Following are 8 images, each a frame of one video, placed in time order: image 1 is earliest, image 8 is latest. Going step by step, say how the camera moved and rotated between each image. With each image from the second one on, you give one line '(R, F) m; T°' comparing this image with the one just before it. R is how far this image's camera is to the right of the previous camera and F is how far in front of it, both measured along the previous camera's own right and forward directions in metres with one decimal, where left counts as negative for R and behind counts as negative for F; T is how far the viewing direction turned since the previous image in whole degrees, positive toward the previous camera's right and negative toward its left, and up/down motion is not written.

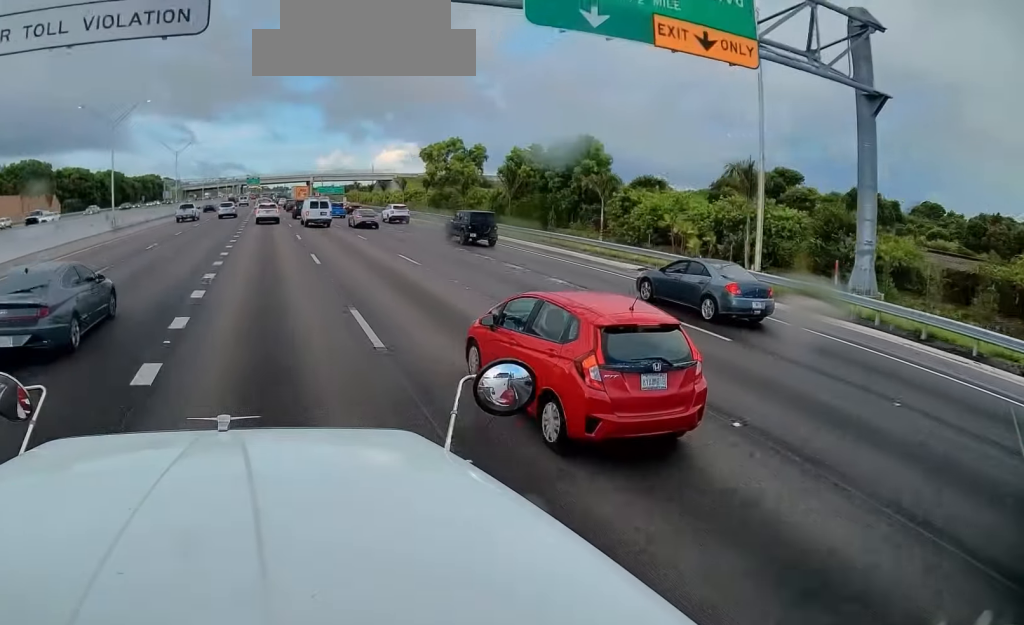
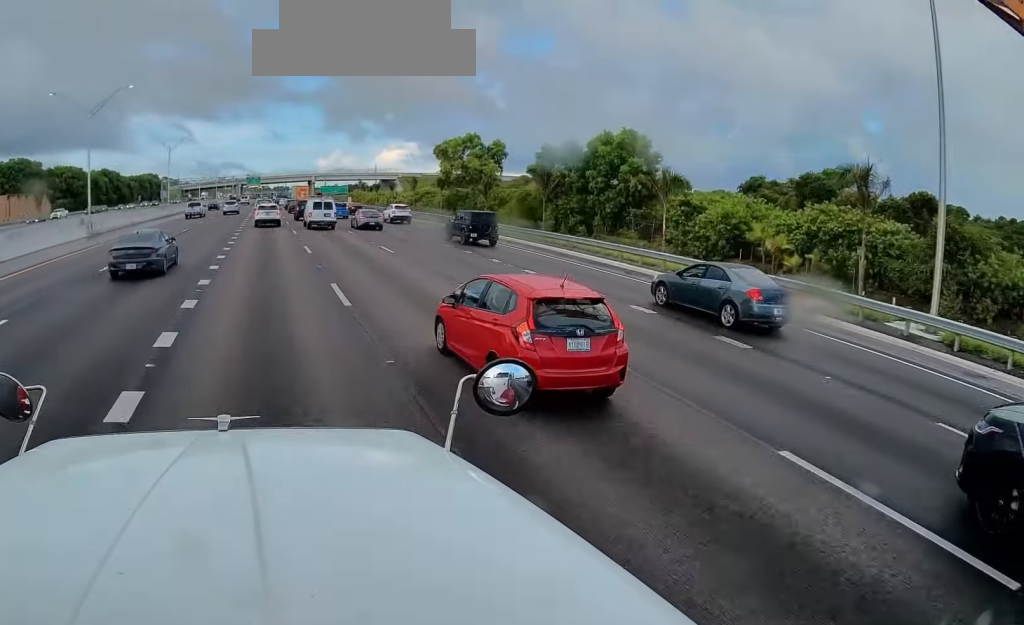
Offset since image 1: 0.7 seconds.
(0.0, +9.2) m; 0°
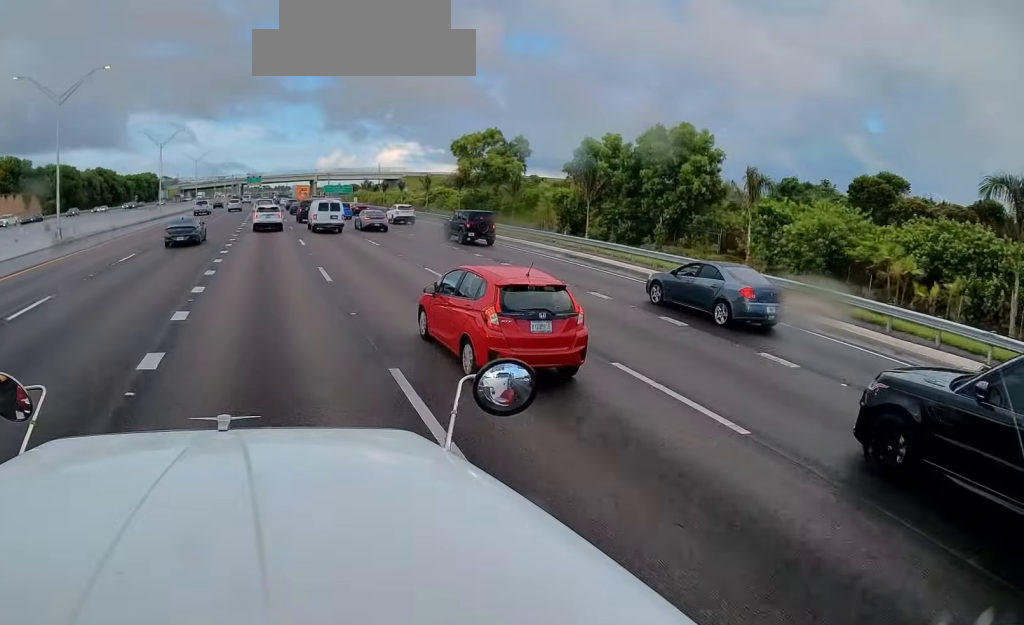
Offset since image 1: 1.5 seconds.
(0.0, +8.5) m; 0°
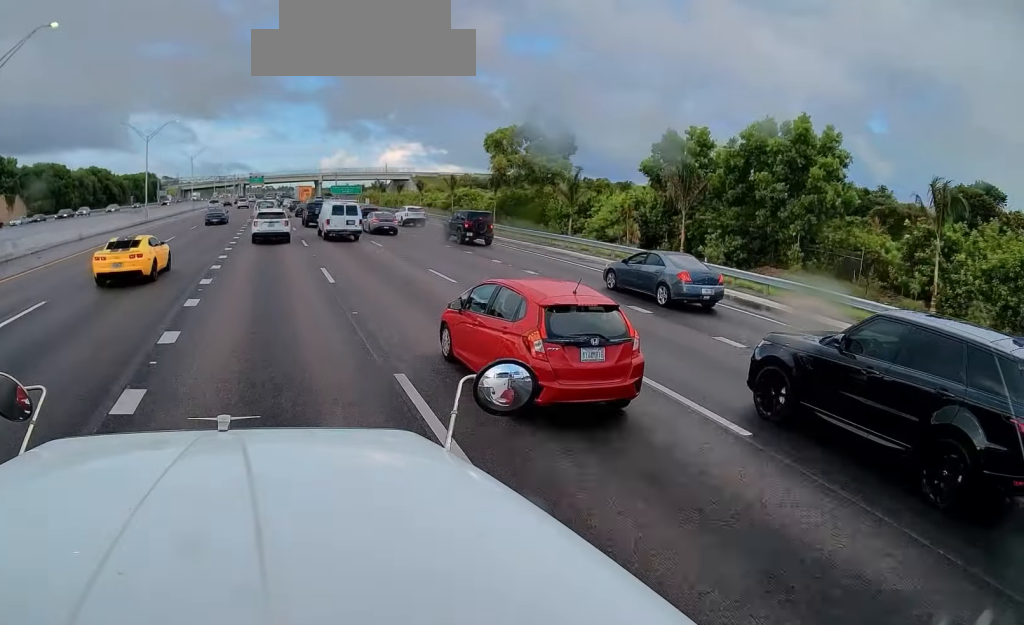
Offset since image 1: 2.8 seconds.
(0.0, +12.5) m; 0°
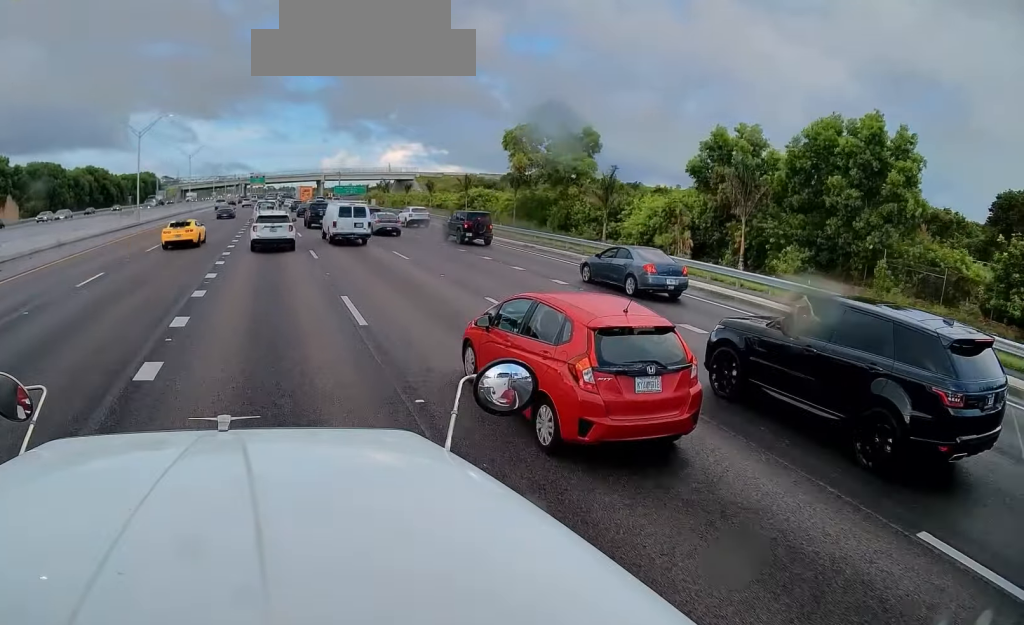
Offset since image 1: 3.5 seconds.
(0.0, +5.5) m; 0°
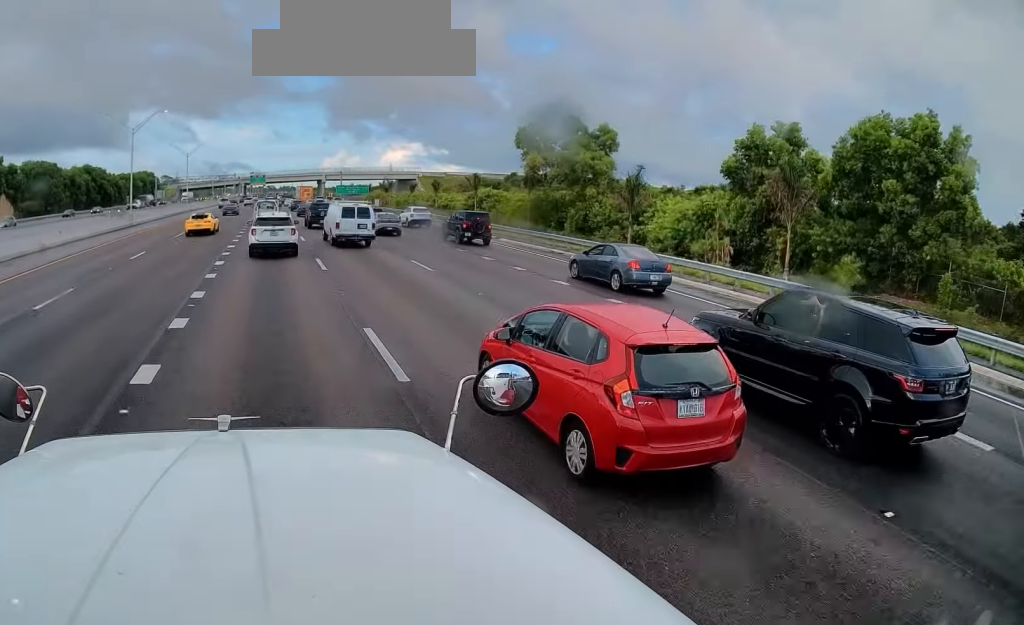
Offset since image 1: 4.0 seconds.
(0.0, +3.3) m; 0°
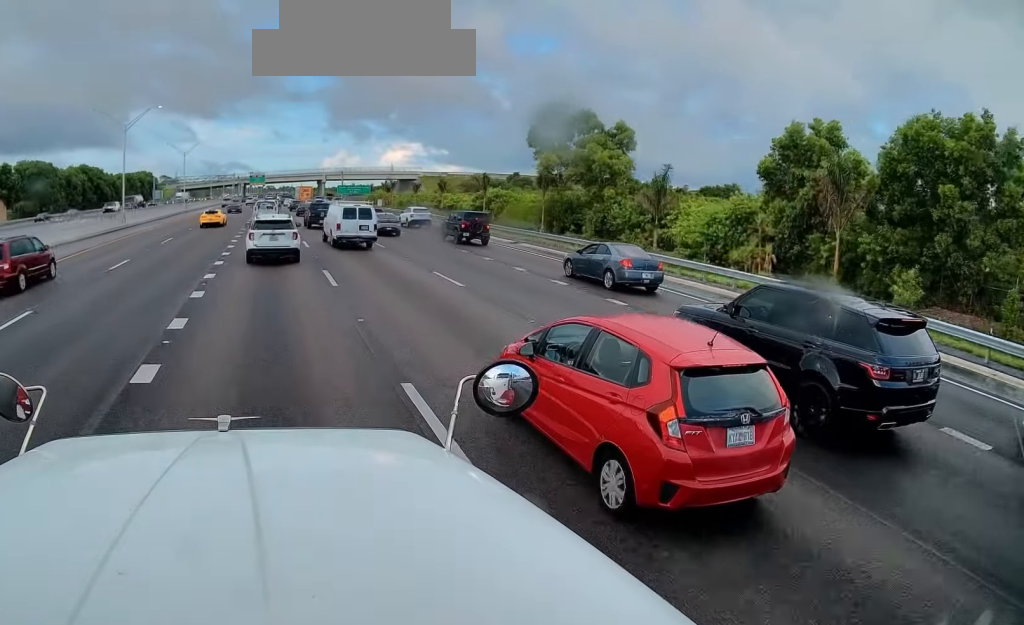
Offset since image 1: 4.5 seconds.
(0.0, +3.2) m; 0°
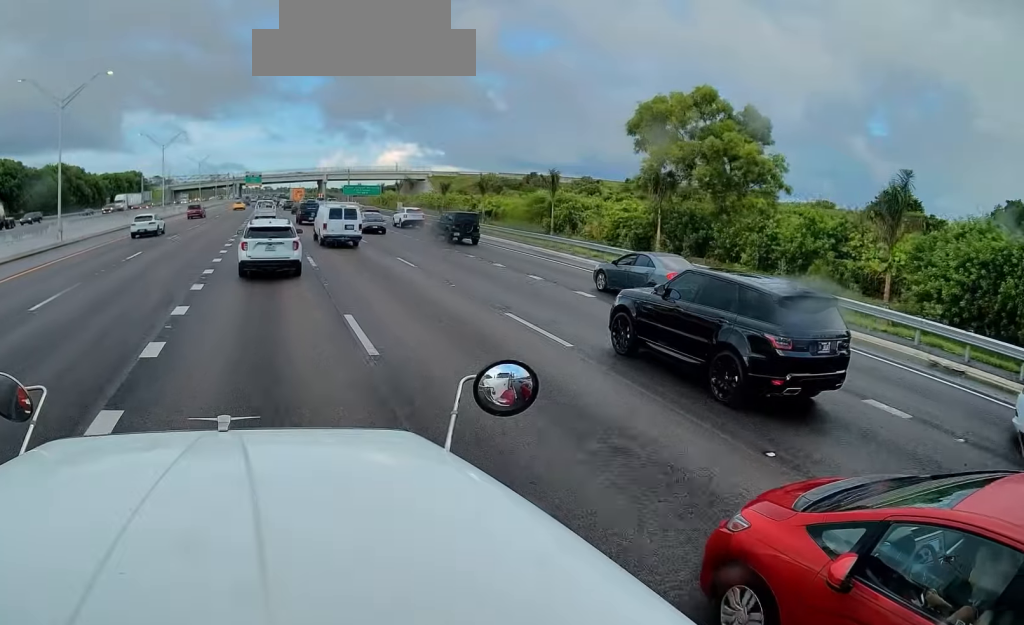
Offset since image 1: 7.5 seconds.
(+0.1, +16.8) m; +3°
